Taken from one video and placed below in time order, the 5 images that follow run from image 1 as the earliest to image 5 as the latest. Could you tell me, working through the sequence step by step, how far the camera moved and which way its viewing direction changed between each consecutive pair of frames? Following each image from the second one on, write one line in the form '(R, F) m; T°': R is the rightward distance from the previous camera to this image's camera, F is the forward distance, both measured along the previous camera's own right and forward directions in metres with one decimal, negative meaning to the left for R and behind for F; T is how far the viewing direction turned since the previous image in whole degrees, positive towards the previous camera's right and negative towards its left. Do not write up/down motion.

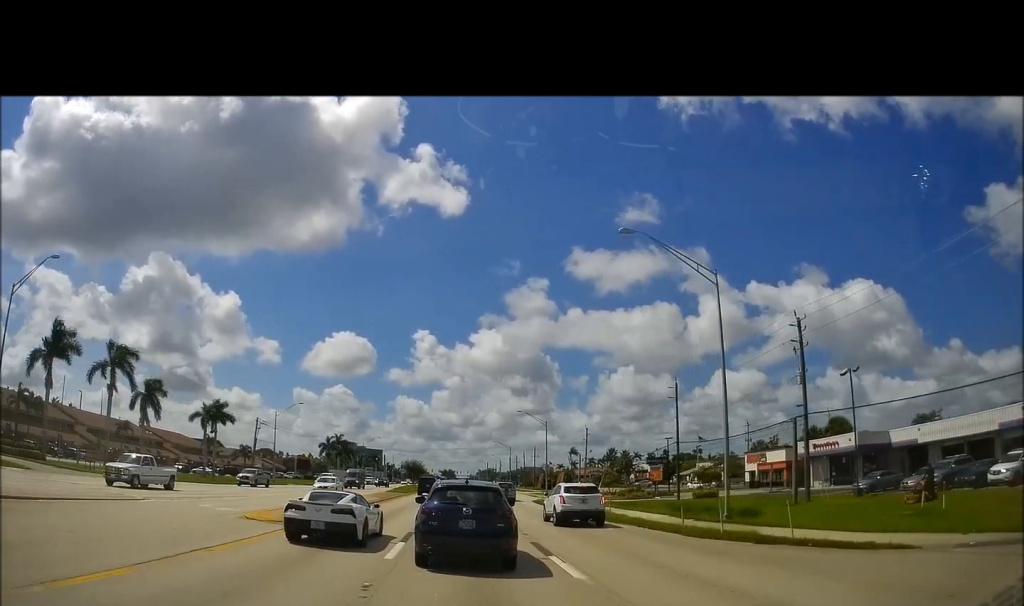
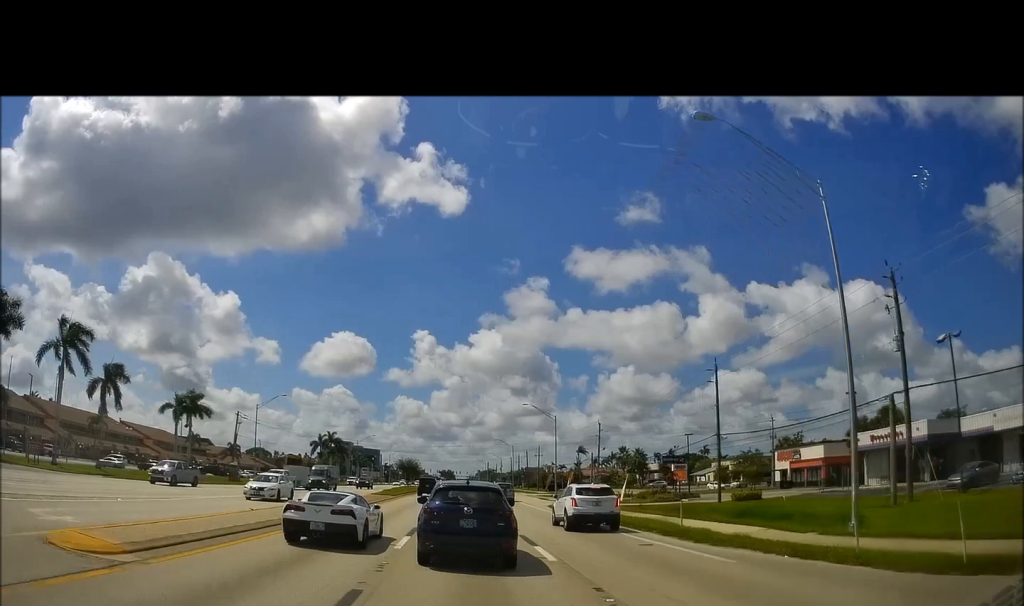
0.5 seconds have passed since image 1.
(-0.3, +10.3) m; 0°
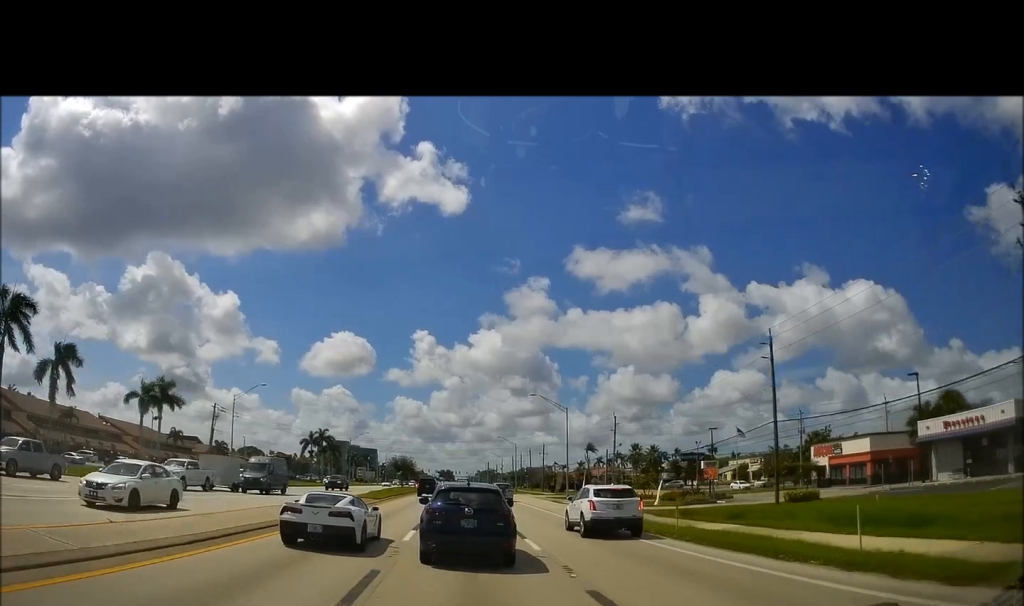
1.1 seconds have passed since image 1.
(-0.1, +10.2) m; 0°
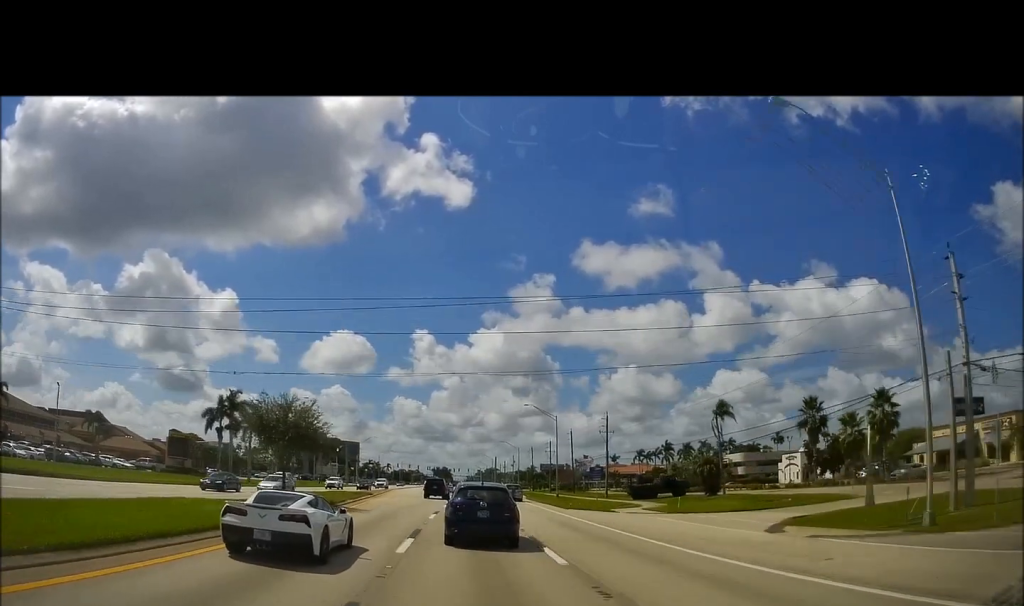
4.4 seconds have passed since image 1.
(+0.3, +62.9) m; +1°
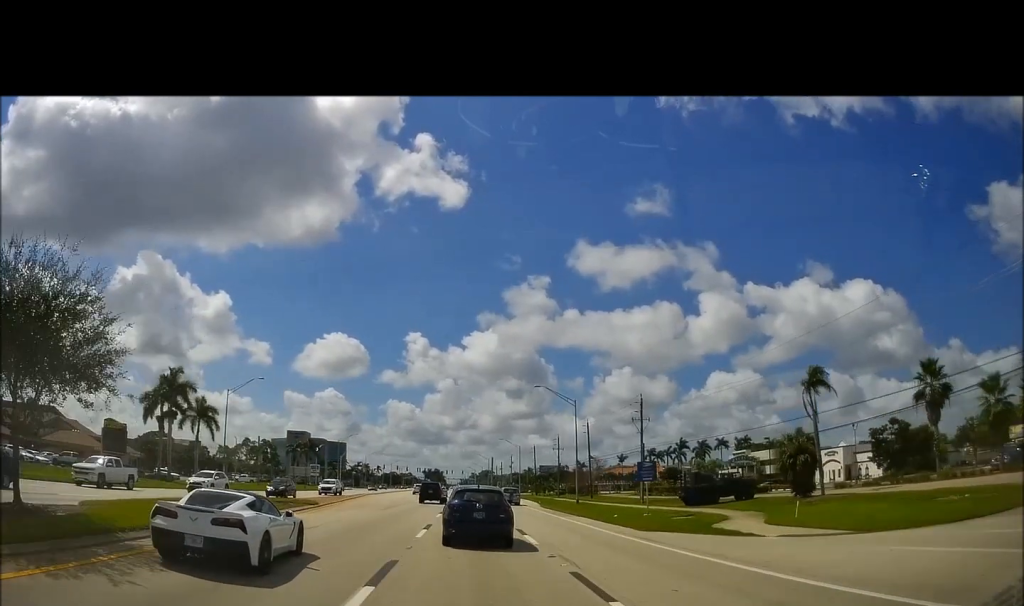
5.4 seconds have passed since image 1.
(+0.2, +18.8) m; +1°
